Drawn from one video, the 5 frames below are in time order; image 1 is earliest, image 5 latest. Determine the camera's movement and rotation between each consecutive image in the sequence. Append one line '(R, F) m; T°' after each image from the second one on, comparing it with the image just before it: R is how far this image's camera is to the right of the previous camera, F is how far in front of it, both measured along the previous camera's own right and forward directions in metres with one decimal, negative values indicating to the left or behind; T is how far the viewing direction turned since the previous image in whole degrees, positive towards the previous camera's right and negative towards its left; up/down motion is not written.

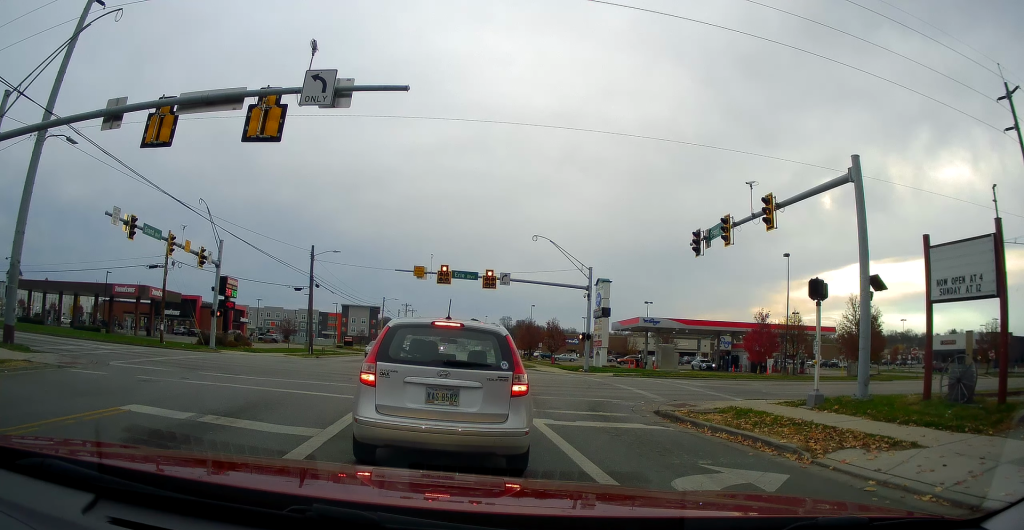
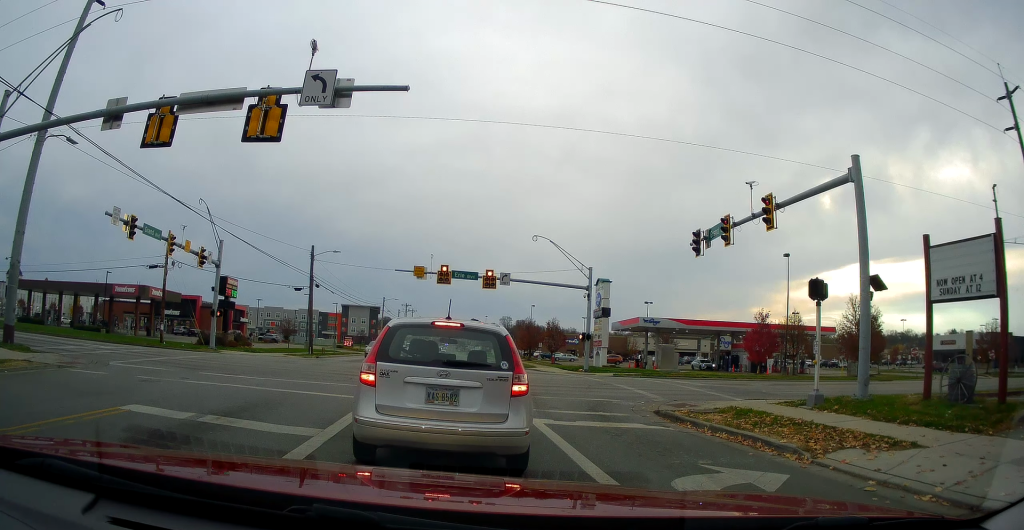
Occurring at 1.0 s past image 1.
(0.0, 0.0) m; 0°
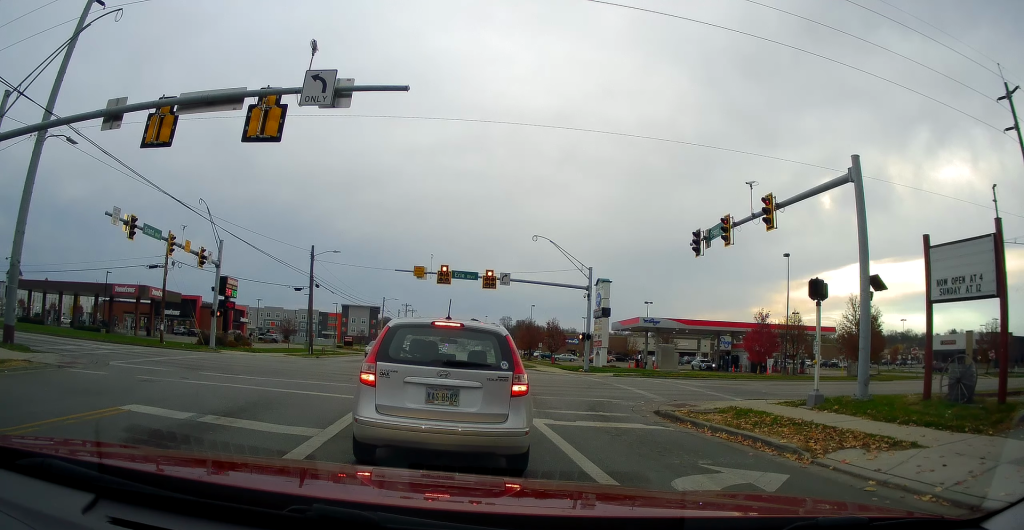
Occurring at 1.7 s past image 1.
(0.0, 0.0) m; 0°
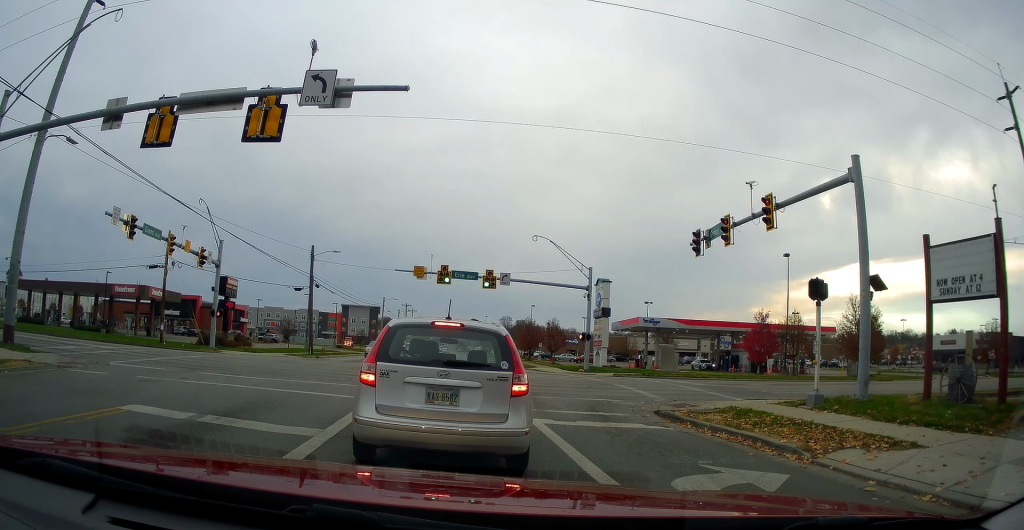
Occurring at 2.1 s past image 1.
(0.0, 0.0) m; 0°
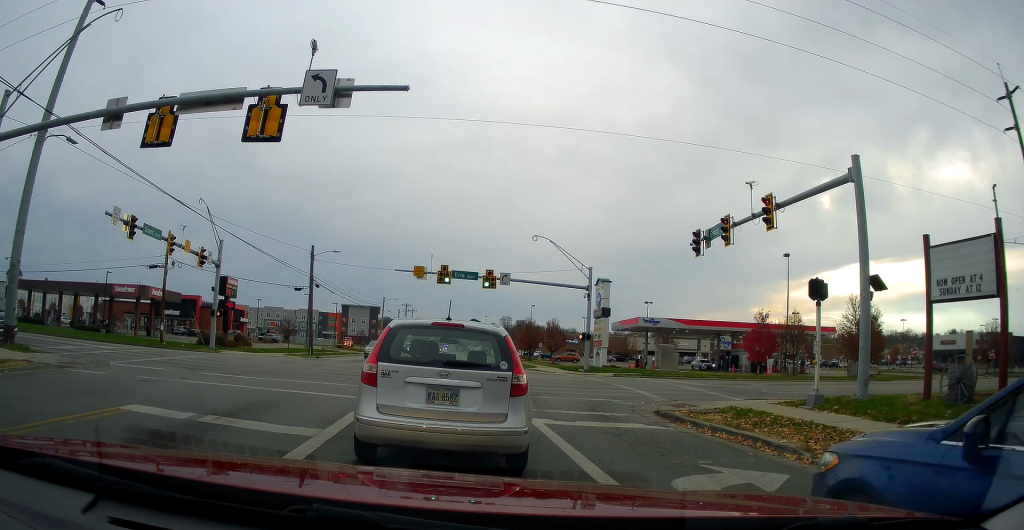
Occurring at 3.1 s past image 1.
(0.0, 0.0) m; 0°
